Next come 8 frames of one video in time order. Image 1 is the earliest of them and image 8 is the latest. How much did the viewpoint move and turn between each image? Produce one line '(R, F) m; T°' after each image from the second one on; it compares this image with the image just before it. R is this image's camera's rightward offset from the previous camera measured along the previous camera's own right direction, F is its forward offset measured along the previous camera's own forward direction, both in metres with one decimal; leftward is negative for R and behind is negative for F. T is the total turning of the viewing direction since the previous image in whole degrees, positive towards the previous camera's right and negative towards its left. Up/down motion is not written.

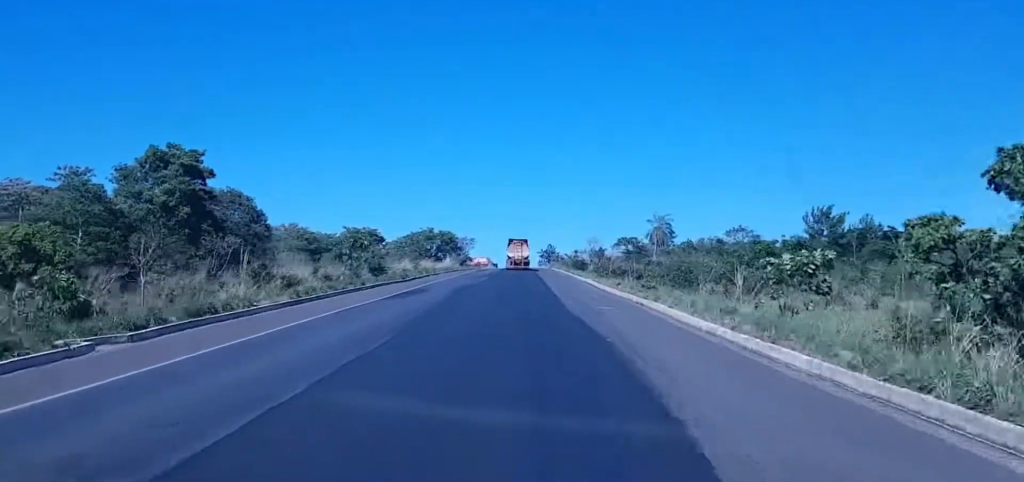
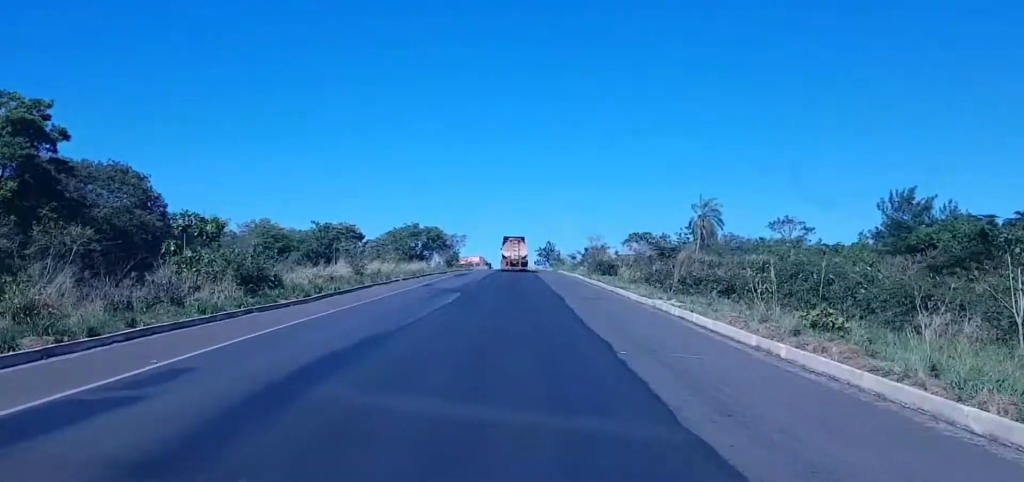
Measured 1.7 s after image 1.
(0.0, +36.7) m; -1°
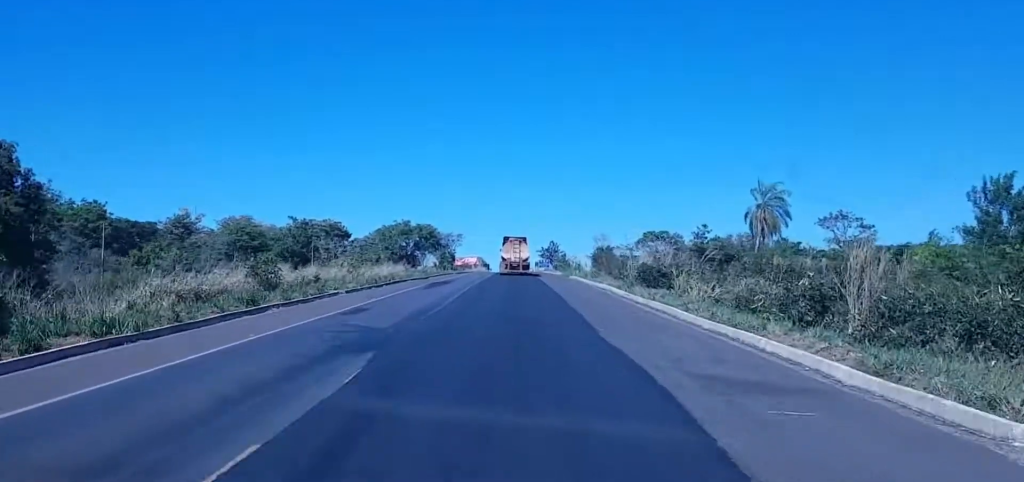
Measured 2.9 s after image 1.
(-0.4, +25.9) m; 0°
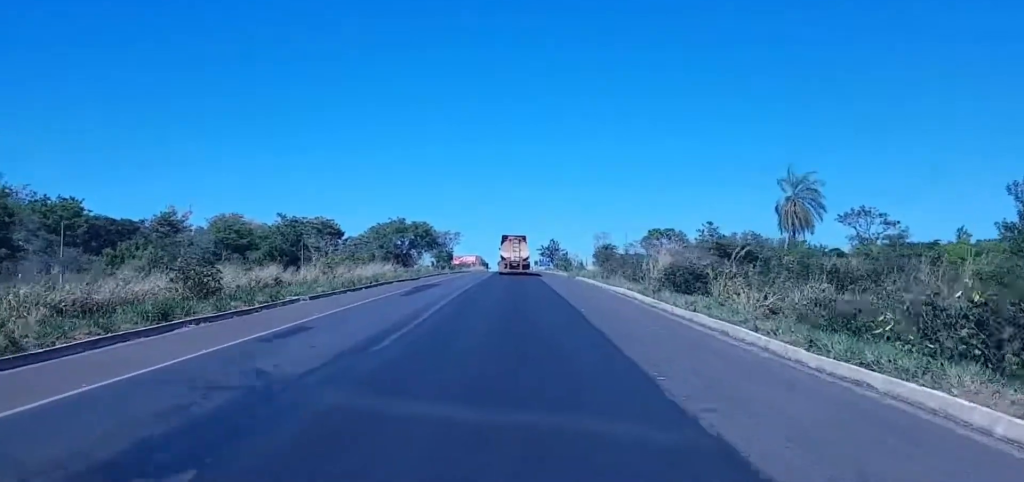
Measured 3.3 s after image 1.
(+0.3, +9.2) m; 0°
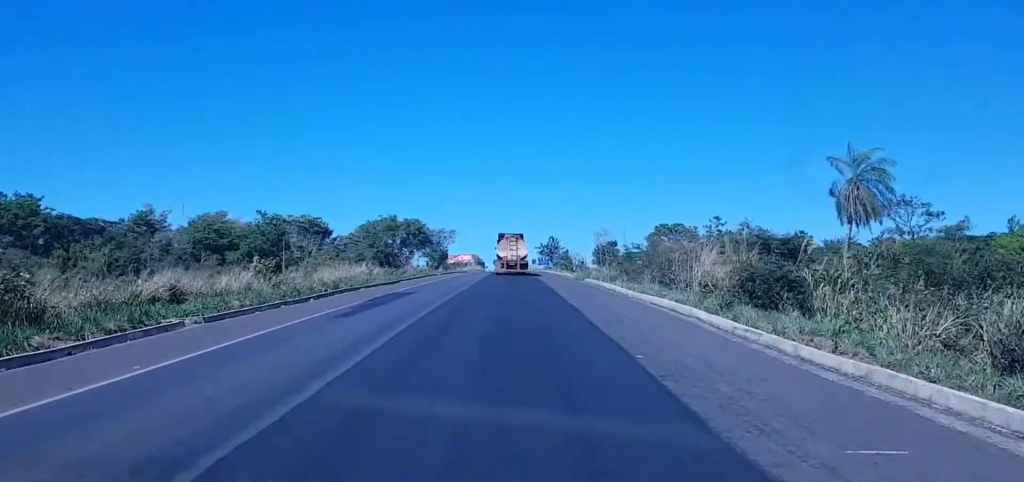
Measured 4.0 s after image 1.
(+0.2, +14.1) m; 0°
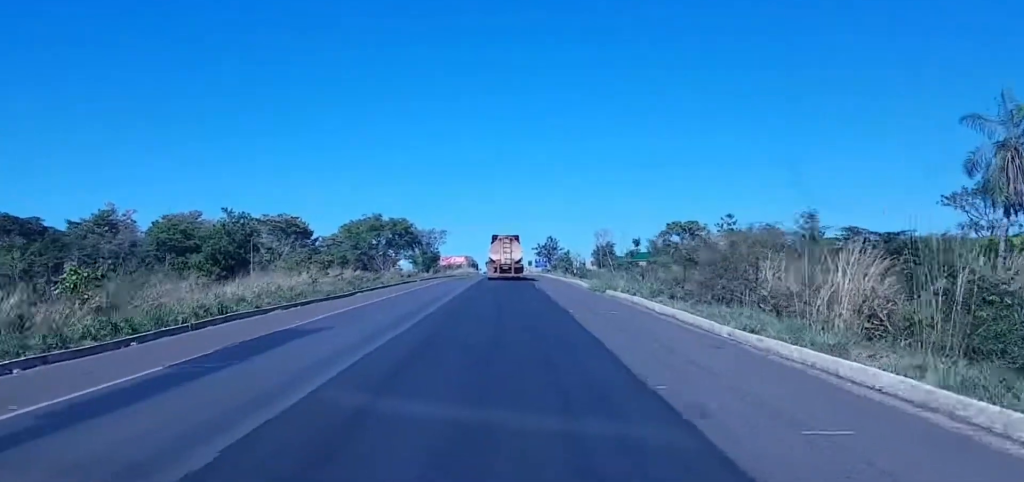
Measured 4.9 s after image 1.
(-0.5, +20.1) m; -1°
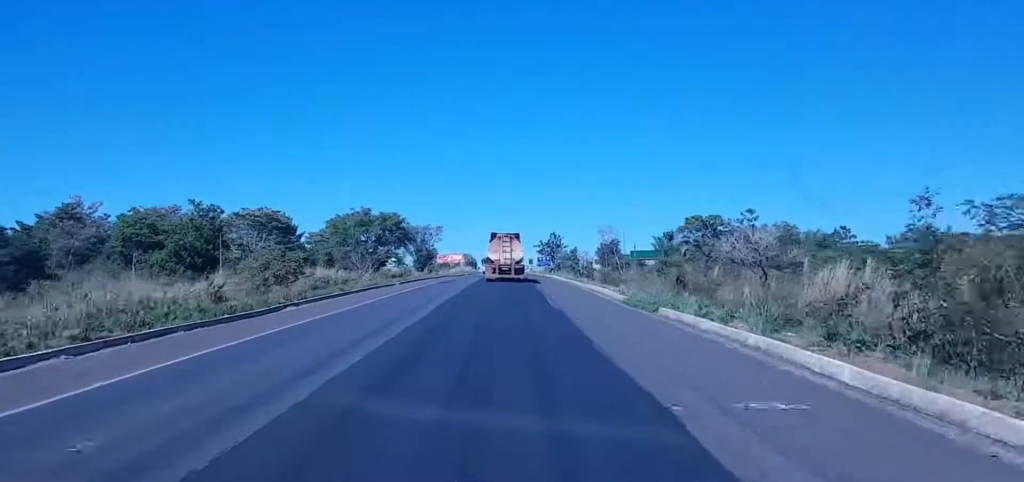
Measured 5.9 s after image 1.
(+0.2, +18.8) m; +2°
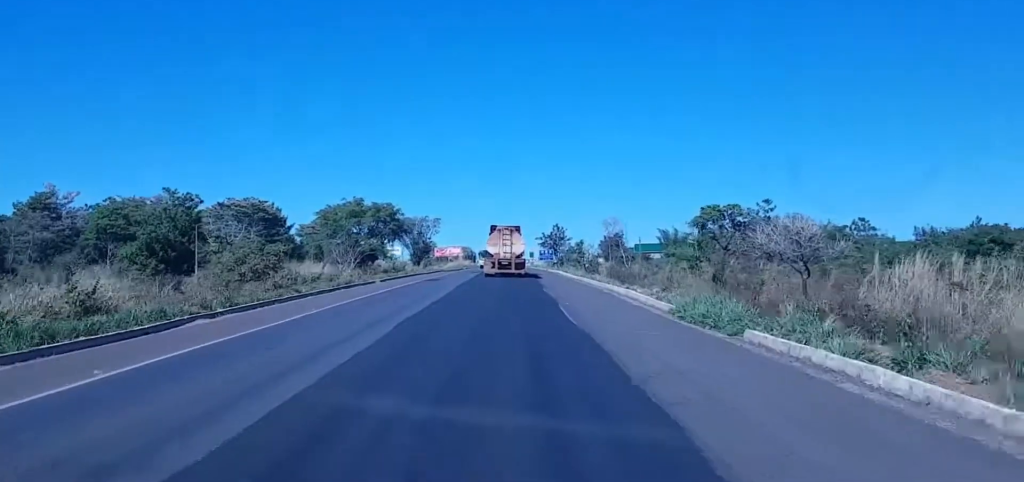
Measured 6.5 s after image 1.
(+0.2, +12.2) m; +1°
